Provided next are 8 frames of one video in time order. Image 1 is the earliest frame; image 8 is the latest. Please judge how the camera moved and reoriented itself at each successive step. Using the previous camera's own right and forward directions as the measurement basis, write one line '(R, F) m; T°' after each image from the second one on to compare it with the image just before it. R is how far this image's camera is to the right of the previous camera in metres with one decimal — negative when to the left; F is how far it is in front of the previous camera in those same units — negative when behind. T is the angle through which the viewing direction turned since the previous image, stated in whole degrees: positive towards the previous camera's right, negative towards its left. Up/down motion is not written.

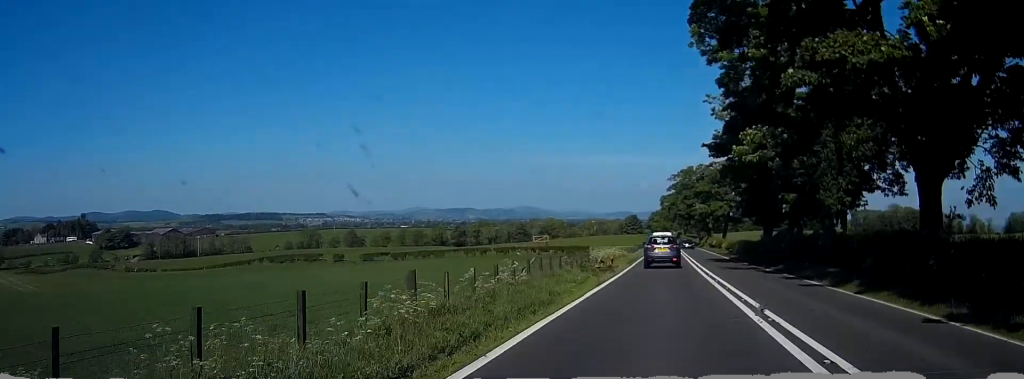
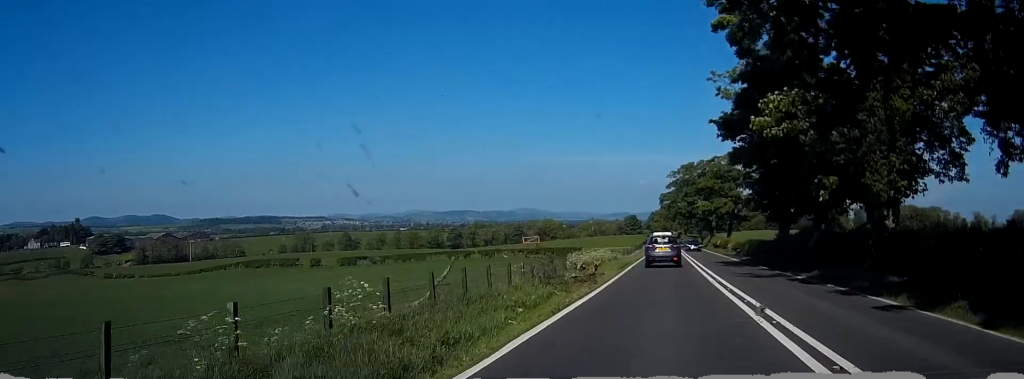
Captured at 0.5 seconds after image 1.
(0.0, +8.4) m; 0°
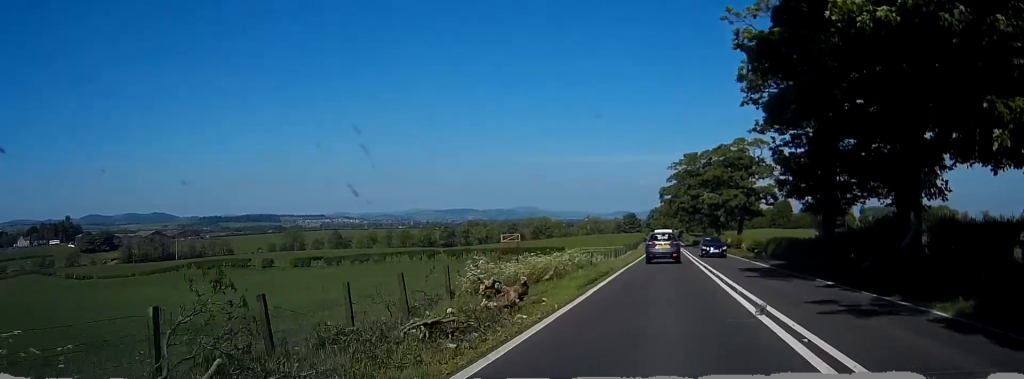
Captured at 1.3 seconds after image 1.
(+0.1, +14.5) m; 0°
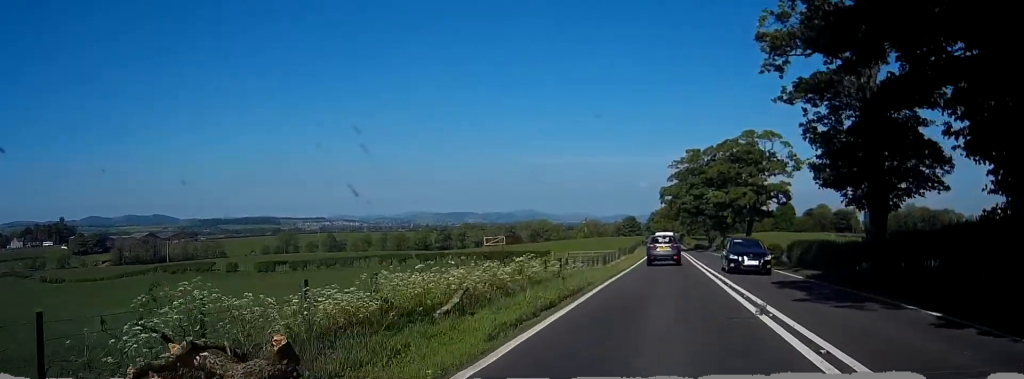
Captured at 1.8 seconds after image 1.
(0.0, +9.2) m; 0°
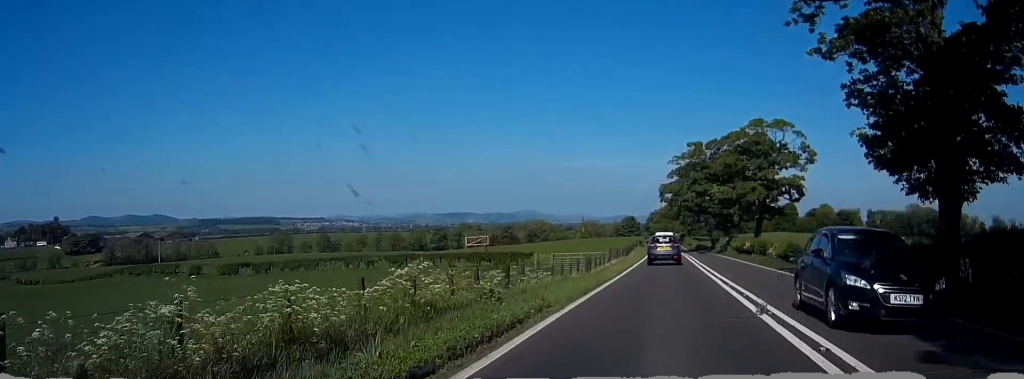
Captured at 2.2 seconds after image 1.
(0.0, +7.9) m; 0°
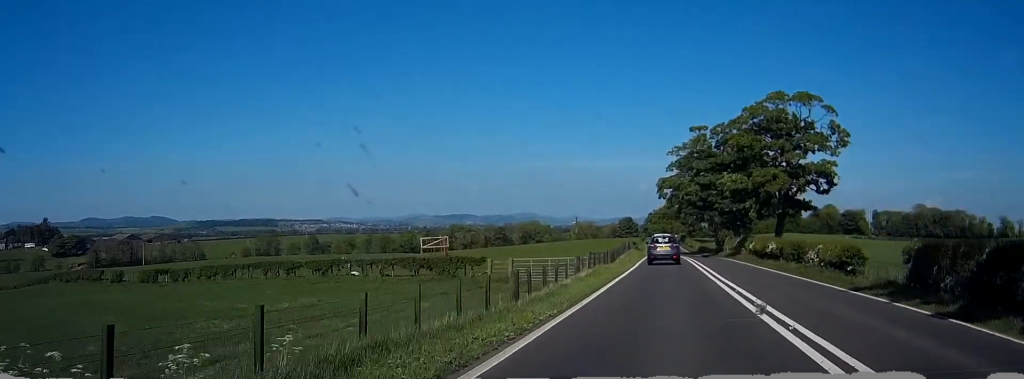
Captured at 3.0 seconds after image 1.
(0.0, +14.2) m; 0°
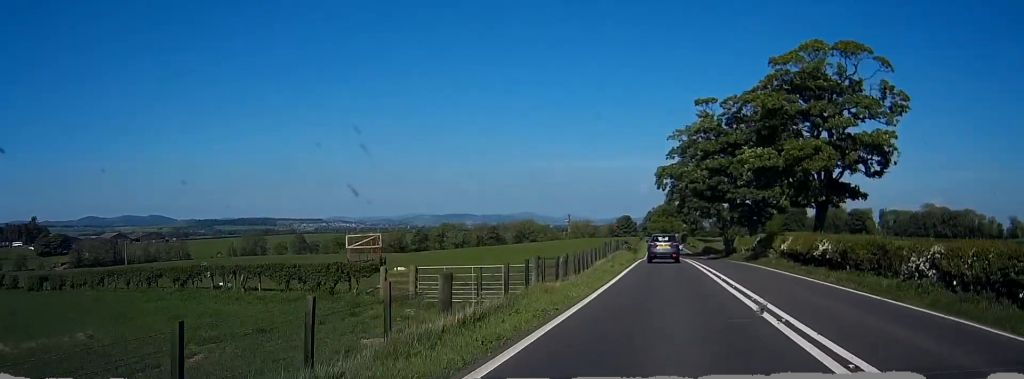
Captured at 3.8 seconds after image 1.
(-0.1, +15.5) m; 0°
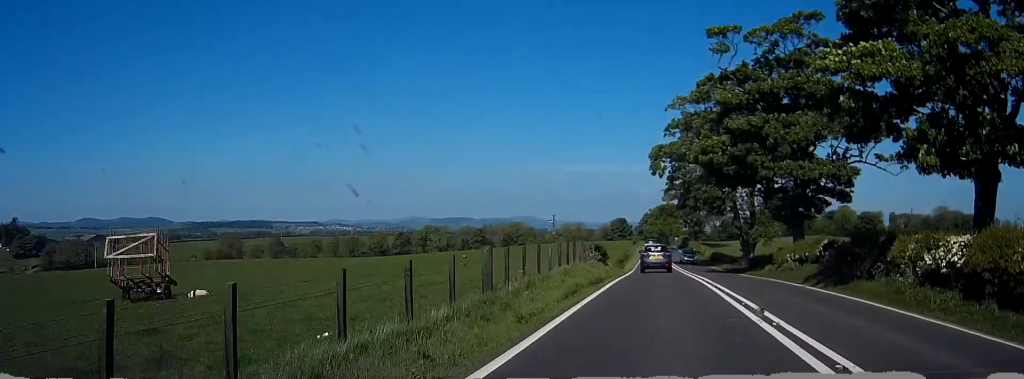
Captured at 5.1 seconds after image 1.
(+0.1, +23.7) m; +1°
